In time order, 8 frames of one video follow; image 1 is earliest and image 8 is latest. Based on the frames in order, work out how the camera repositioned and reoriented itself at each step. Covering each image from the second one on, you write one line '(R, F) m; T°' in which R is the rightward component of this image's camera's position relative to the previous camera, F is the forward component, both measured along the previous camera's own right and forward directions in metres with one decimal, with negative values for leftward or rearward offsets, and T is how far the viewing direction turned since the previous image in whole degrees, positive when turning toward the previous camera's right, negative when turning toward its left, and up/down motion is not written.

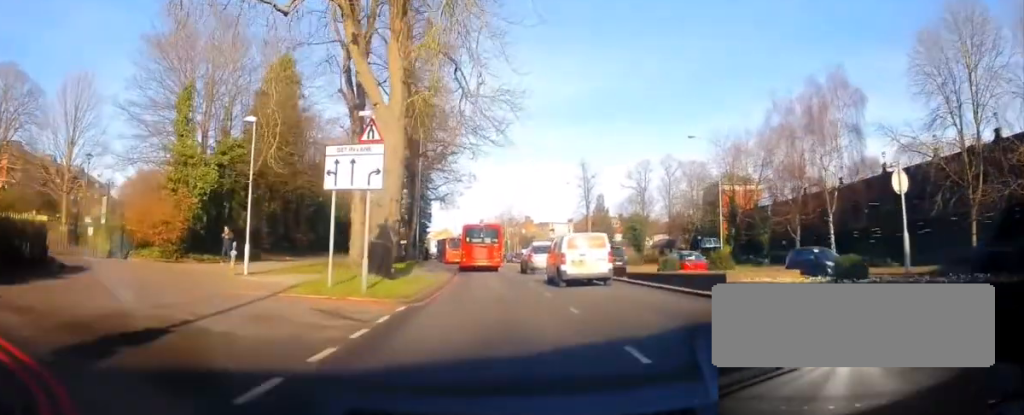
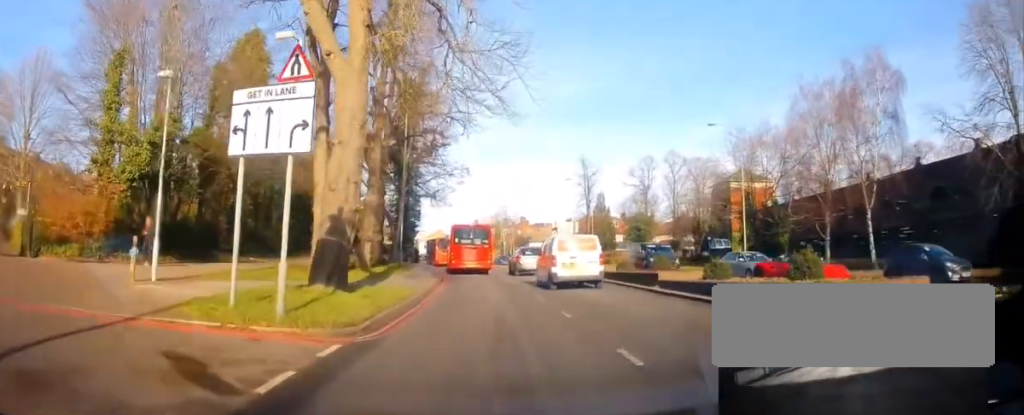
(+0.1, +5.5) m; 0°
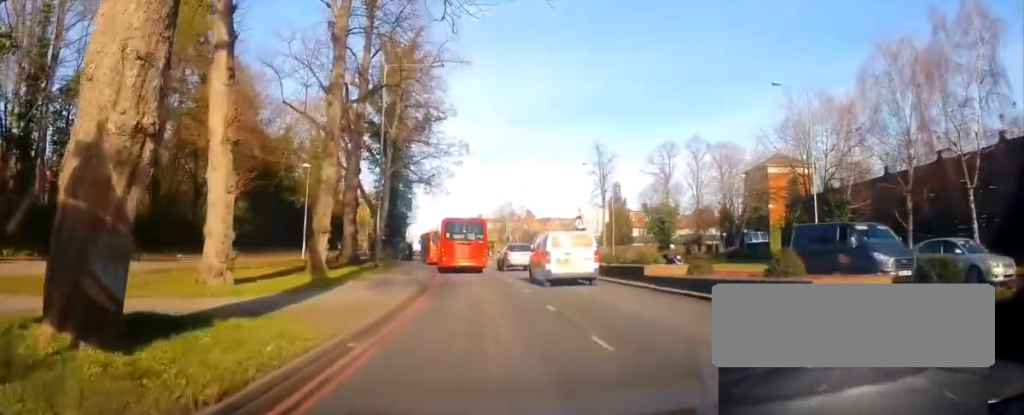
(-0.3, +10.0) m; -2°
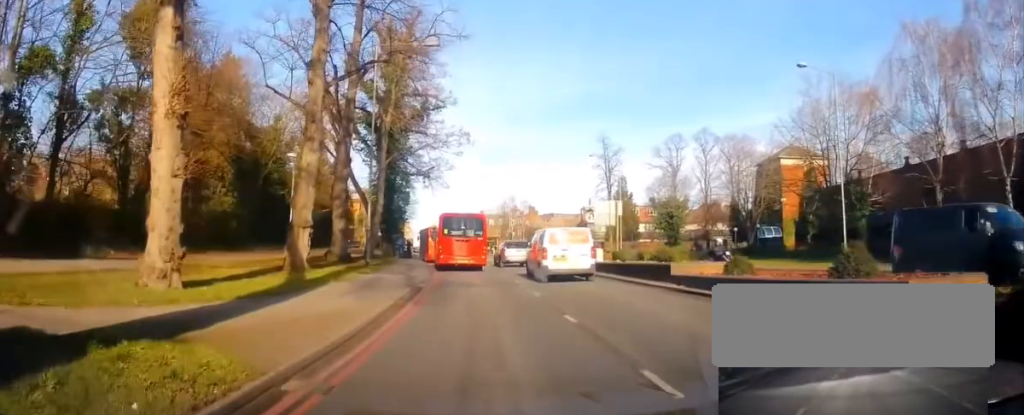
(0.0, +2.9) m; 0°
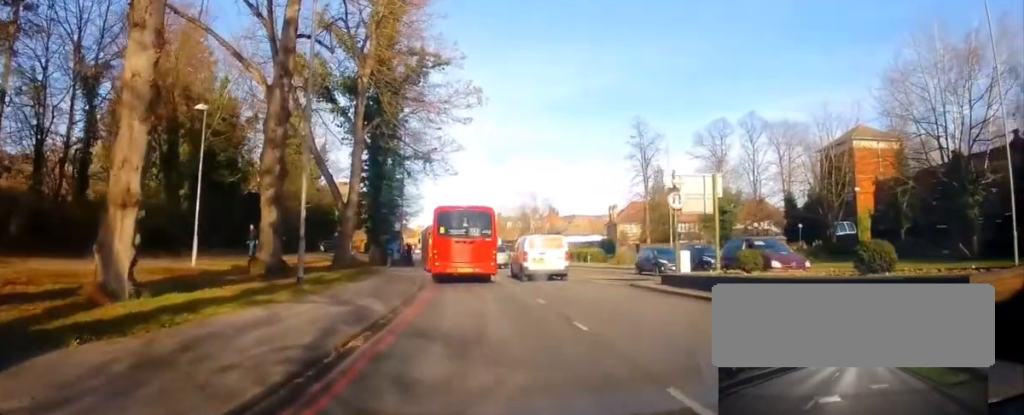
(+0.1, +12.0) m; -2°
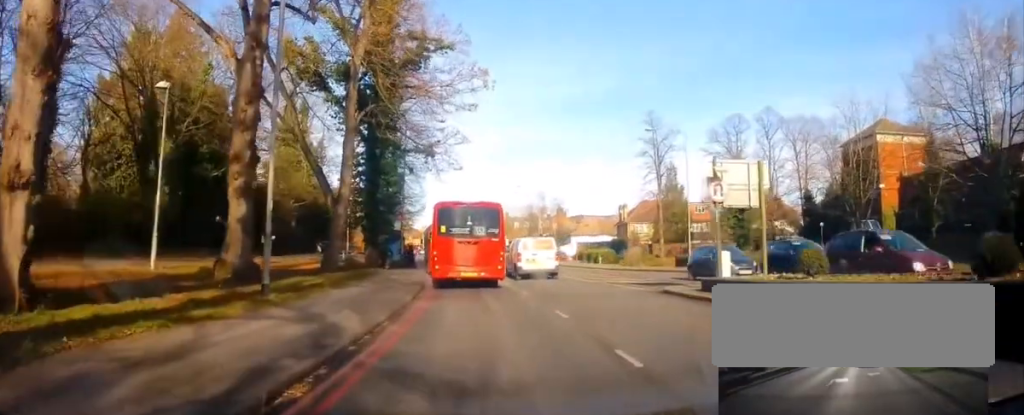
(-0.1, +3.1) m; -2°
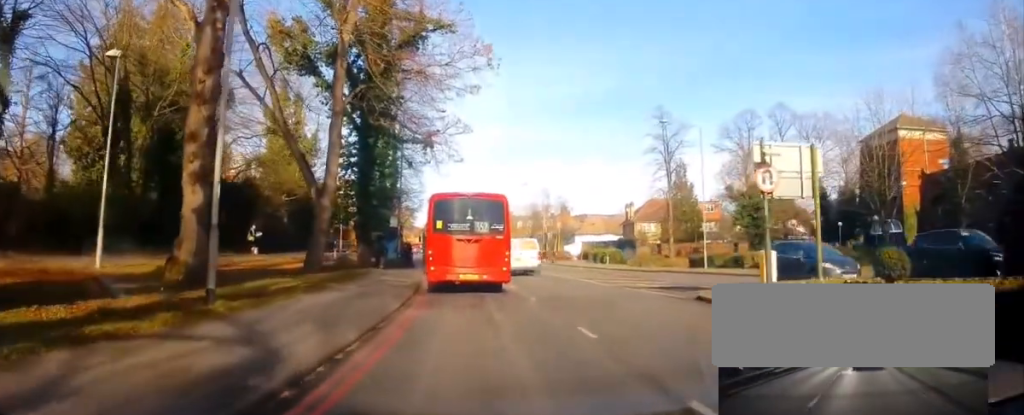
(-0.1, +3.4) m; -2°
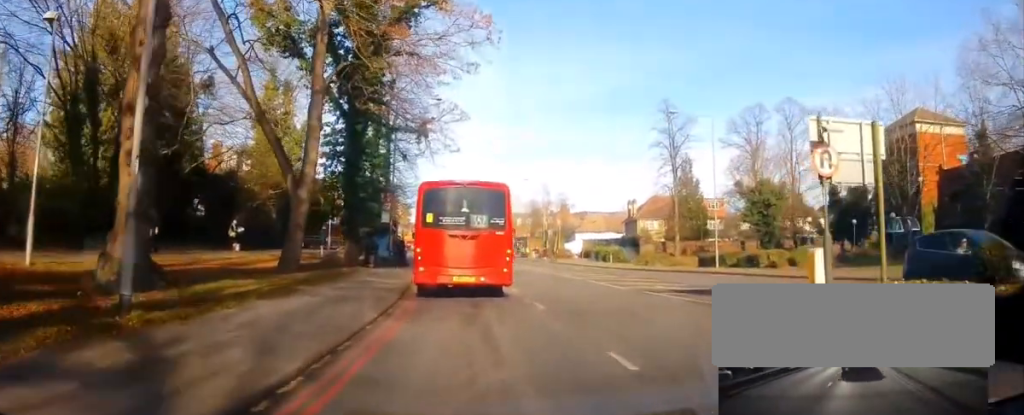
(0.0, +3.4) m; 0°
